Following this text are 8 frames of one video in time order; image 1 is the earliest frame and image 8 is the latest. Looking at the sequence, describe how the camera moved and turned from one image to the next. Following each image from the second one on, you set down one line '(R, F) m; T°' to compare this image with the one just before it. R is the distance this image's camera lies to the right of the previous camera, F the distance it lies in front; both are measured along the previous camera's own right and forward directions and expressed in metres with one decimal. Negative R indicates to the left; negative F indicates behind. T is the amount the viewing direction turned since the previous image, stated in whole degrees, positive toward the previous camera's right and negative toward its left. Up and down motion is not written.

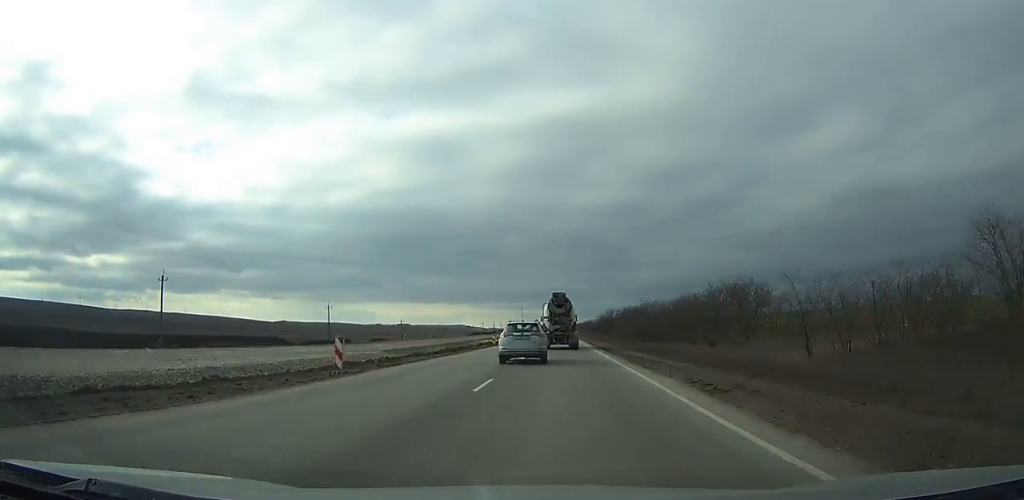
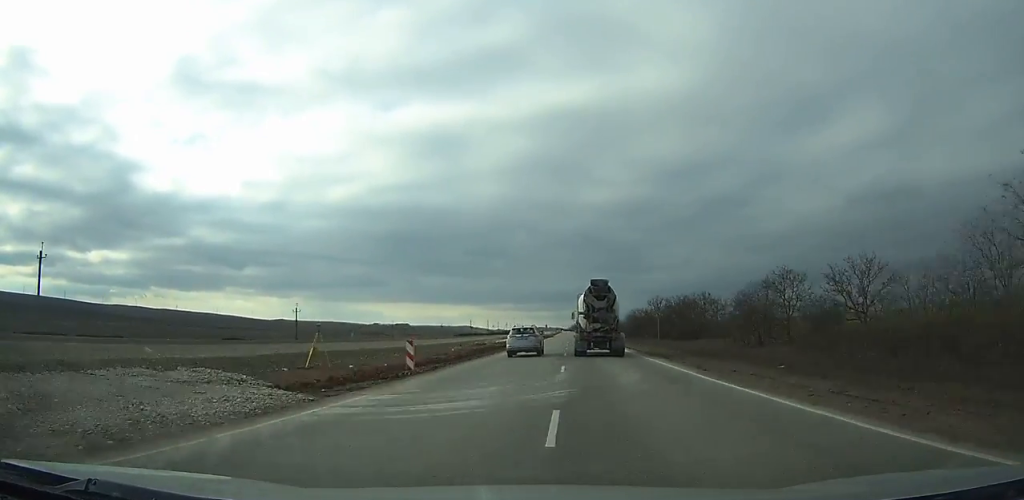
(-0.6, +83.4) m; 0°
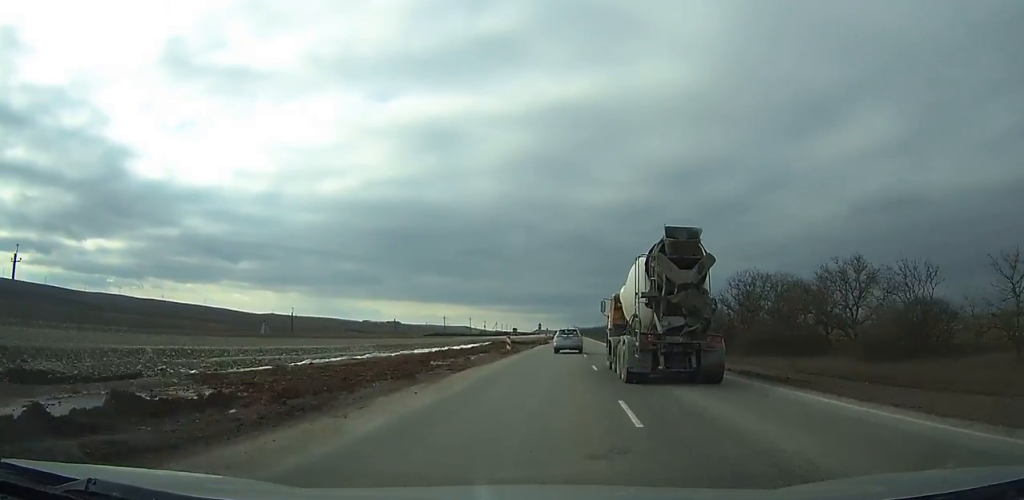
(+0.3, +61.6) m; +1°
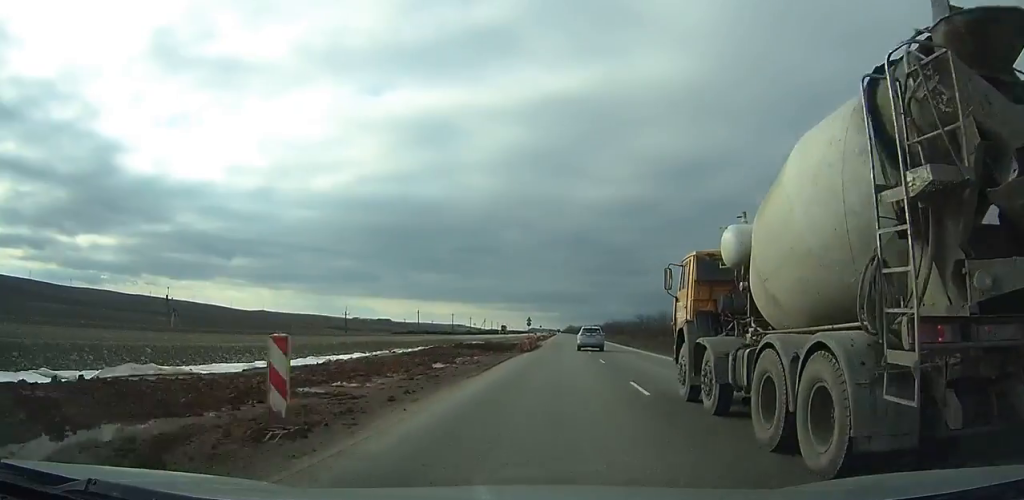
(-0.1, +32.5) m; +1°
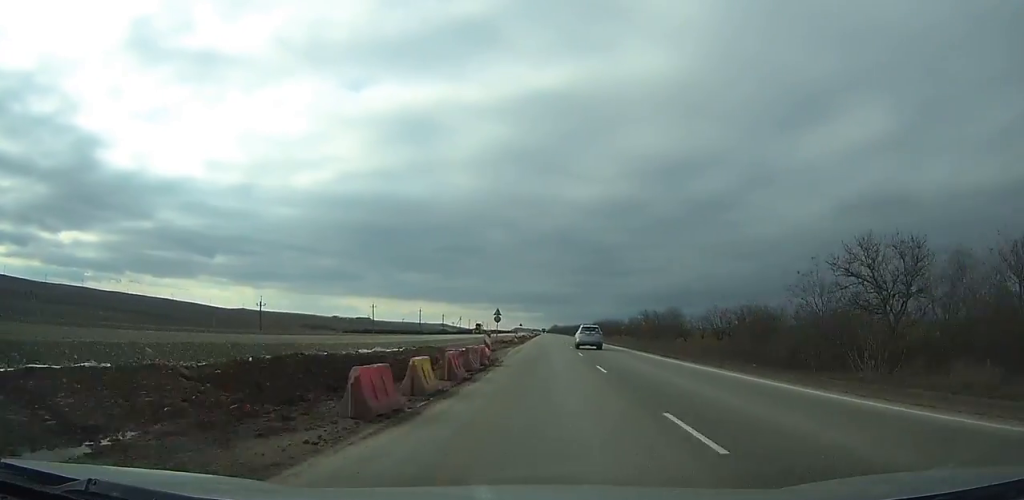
(+0.5, +30.1) m; +1°
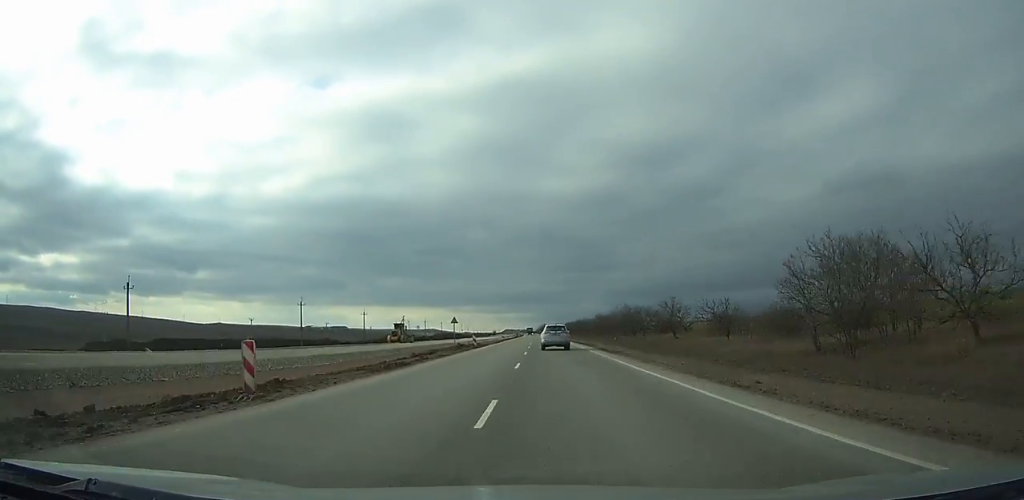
(+1.3, +81.4) m; 0°
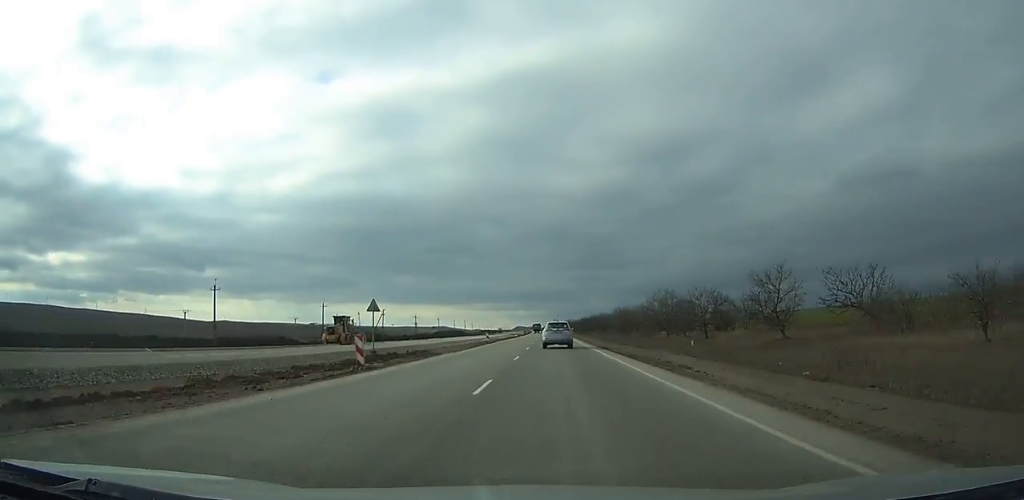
(-0.5, +31.8) m; -1°
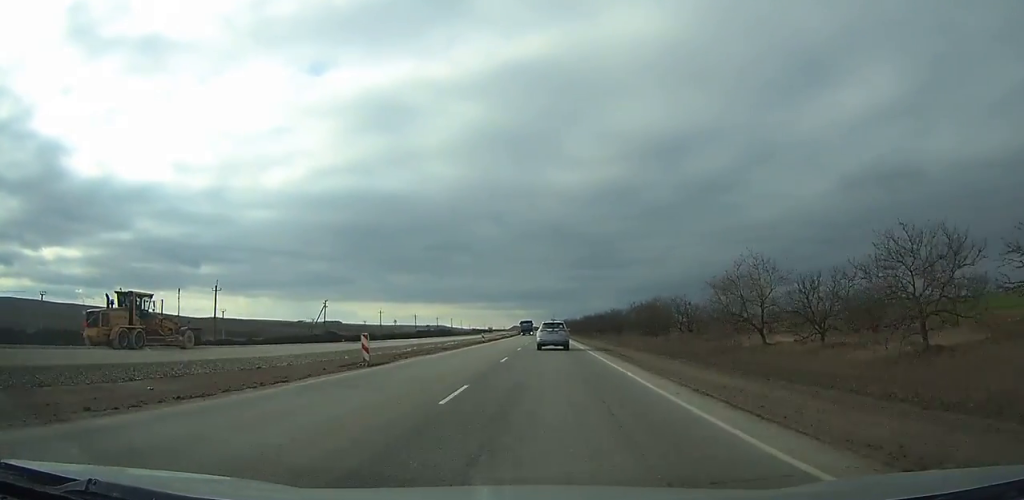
(-0.3, +36.9) m; -1°
